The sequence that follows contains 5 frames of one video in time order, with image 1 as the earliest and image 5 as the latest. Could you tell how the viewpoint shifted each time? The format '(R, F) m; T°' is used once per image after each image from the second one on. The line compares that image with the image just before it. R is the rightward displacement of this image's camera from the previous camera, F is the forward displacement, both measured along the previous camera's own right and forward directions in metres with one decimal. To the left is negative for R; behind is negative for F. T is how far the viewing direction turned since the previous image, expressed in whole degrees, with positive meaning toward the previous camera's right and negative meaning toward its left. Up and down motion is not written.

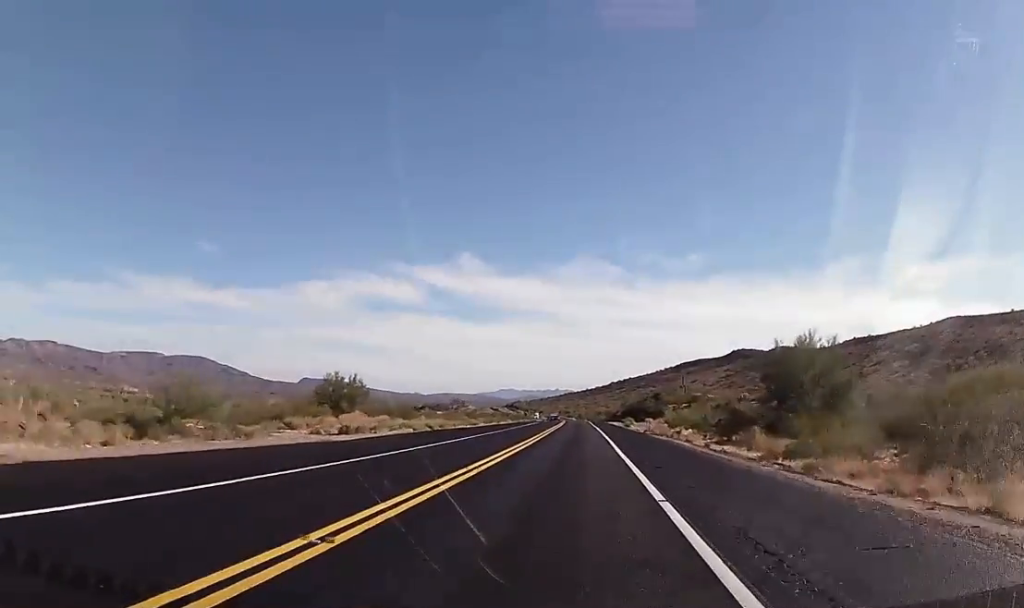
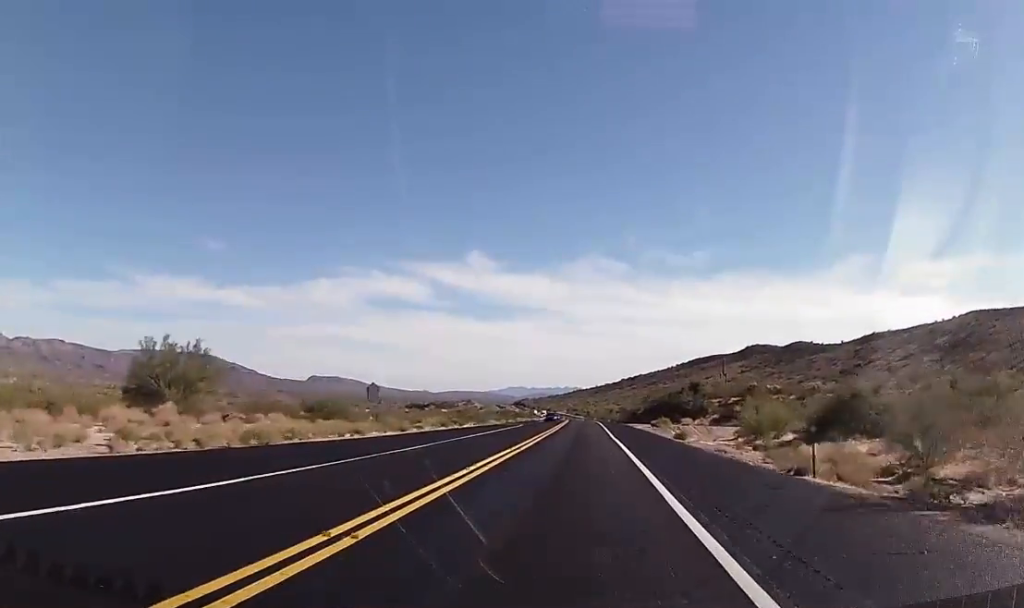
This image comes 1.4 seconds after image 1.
(-0.1, +41.9) m; -1°
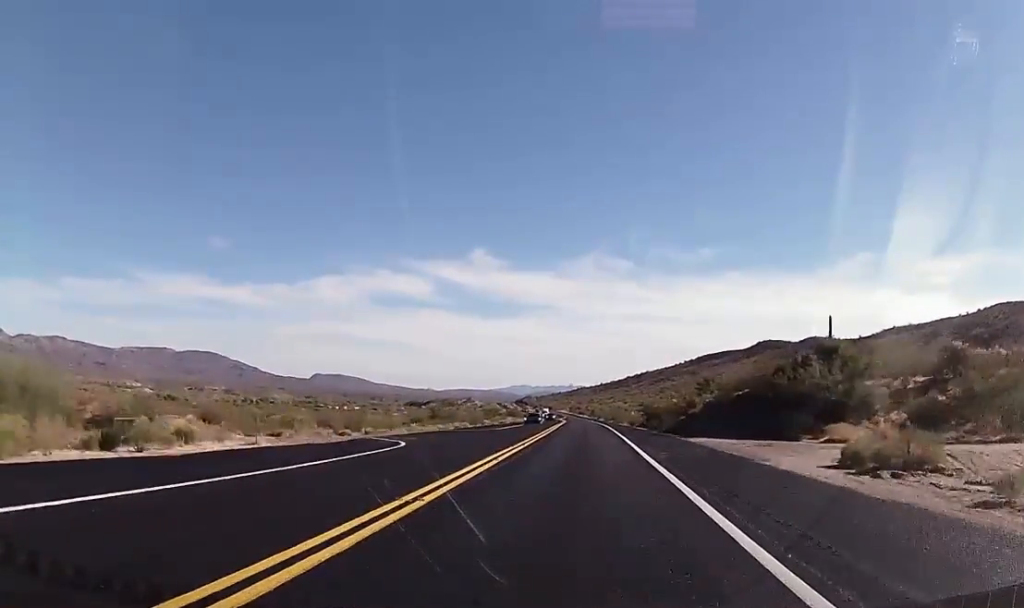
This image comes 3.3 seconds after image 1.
(-0.1, +58.0) m; 0°
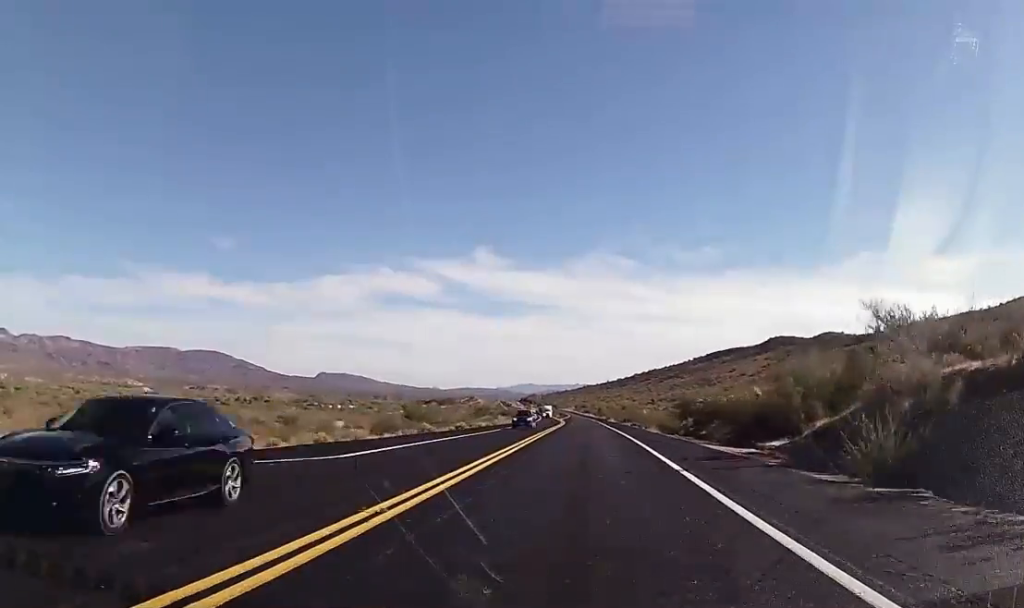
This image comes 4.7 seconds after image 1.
(-0.7, +41.3) m; -1°
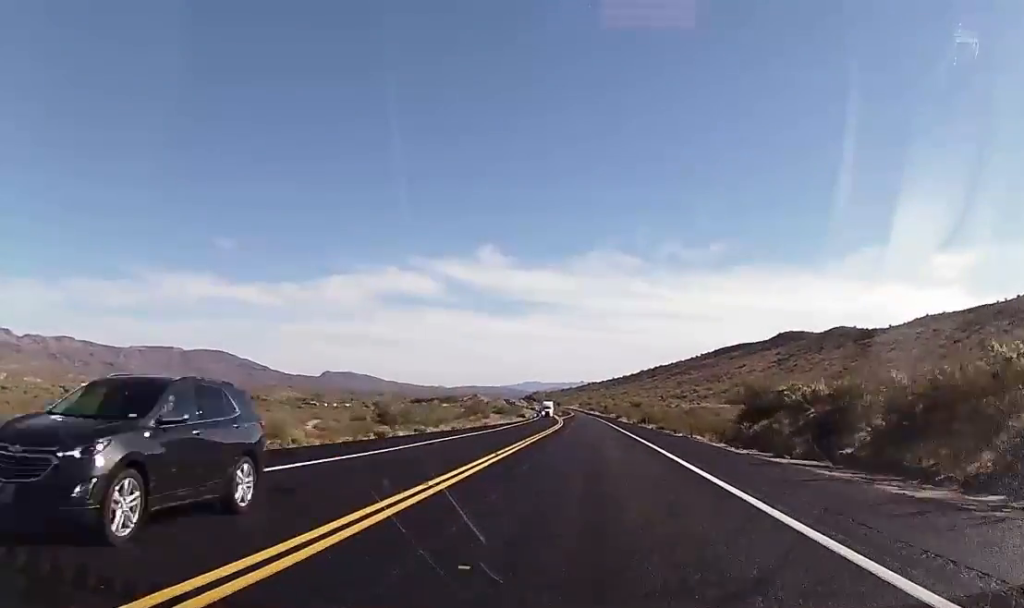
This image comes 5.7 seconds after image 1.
(+0.4, +29.3) m; +1°
